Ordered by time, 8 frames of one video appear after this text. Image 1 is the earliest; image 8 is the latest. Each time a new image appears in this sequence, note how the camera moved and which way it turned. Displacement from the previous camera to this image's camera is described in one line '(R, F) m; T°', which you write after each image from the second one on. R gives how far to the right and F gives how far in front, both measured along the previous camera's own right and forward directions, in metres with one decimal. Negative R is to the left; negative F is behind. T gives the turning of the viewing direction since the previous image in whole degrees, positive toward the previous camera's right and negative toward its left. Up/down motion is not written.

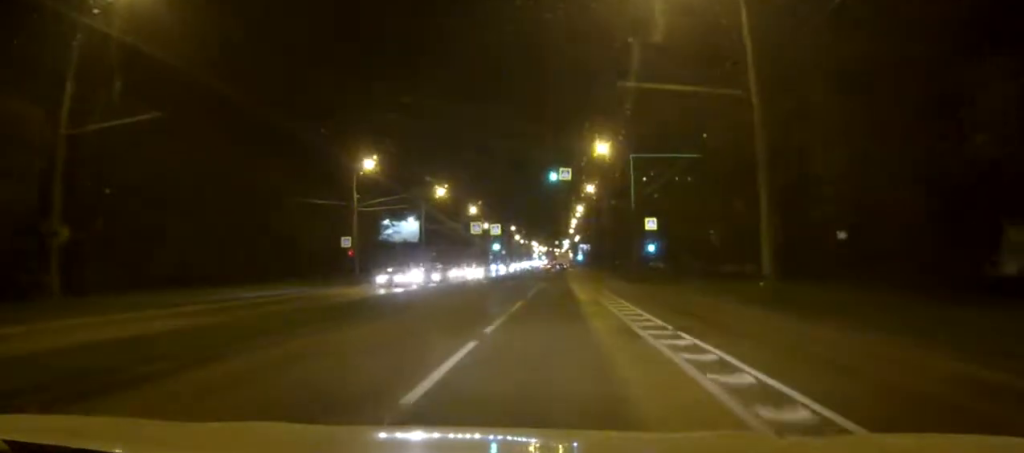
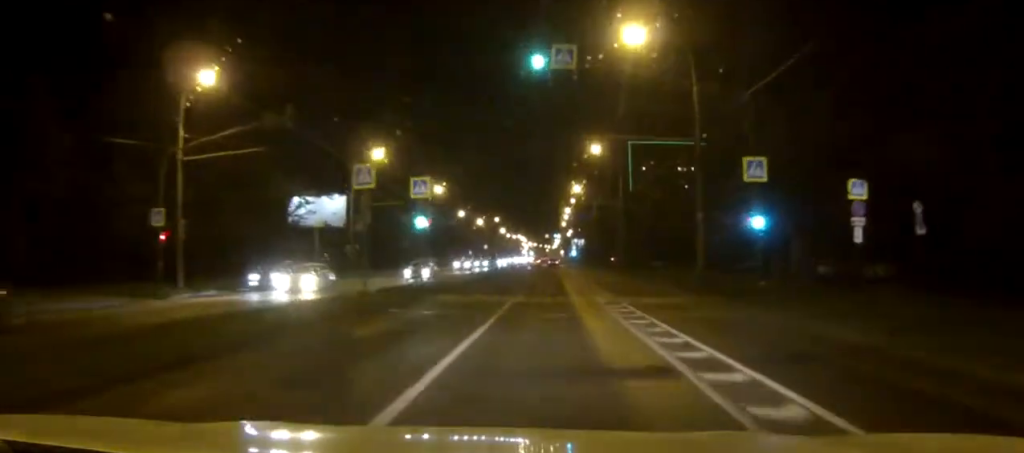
(+0.1, +33.9) m; 0°
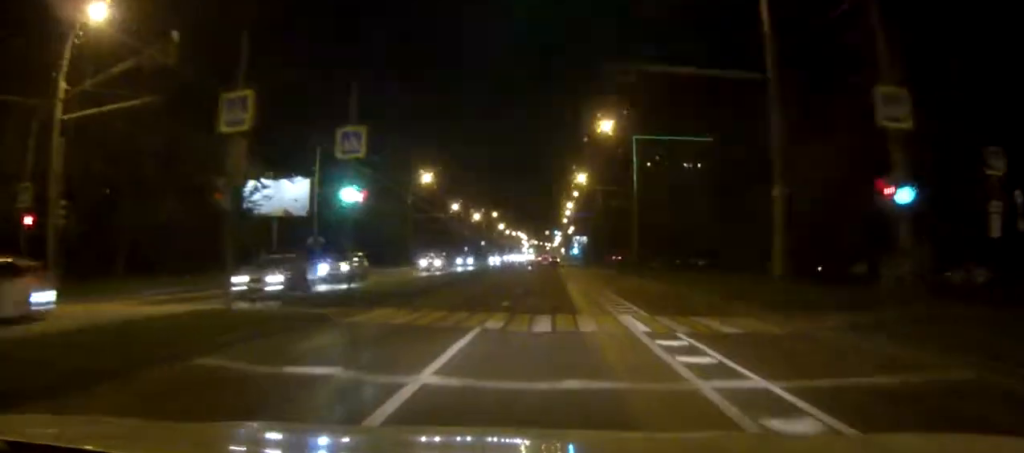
(0.0, +11.8) m; 0°
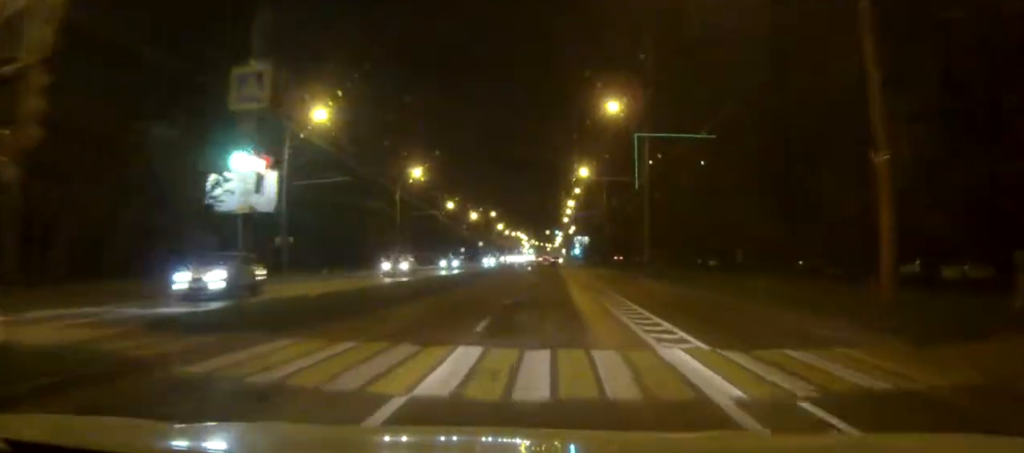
(0.0, +7.6) m; 0°
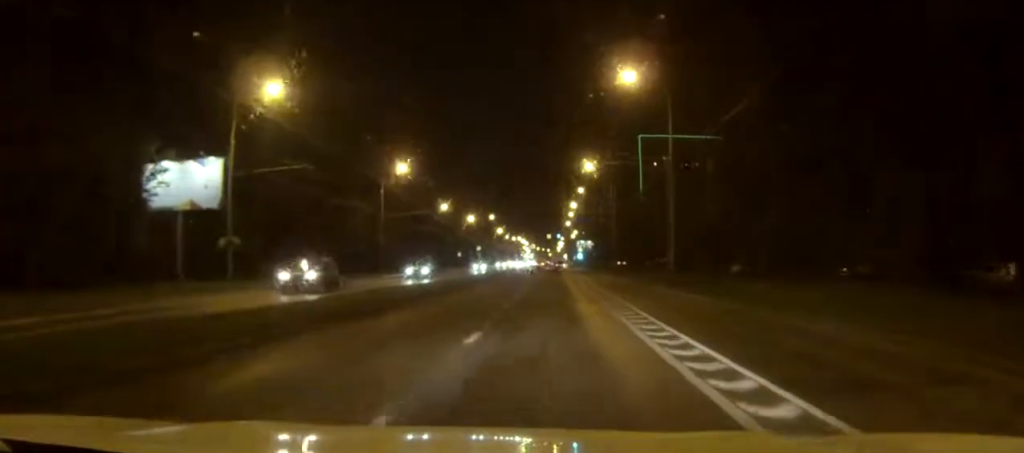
(0.0, +10.0) m; 0°
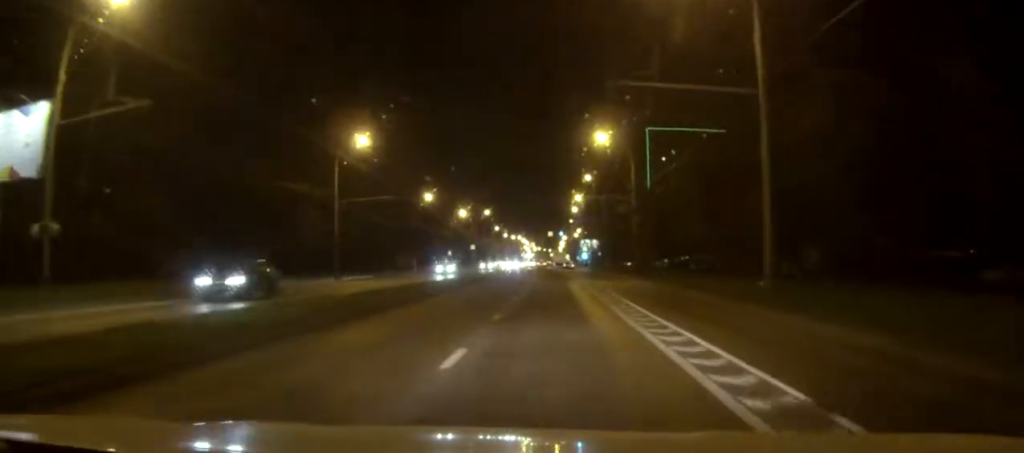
(0.0, +18.7) m; 0°
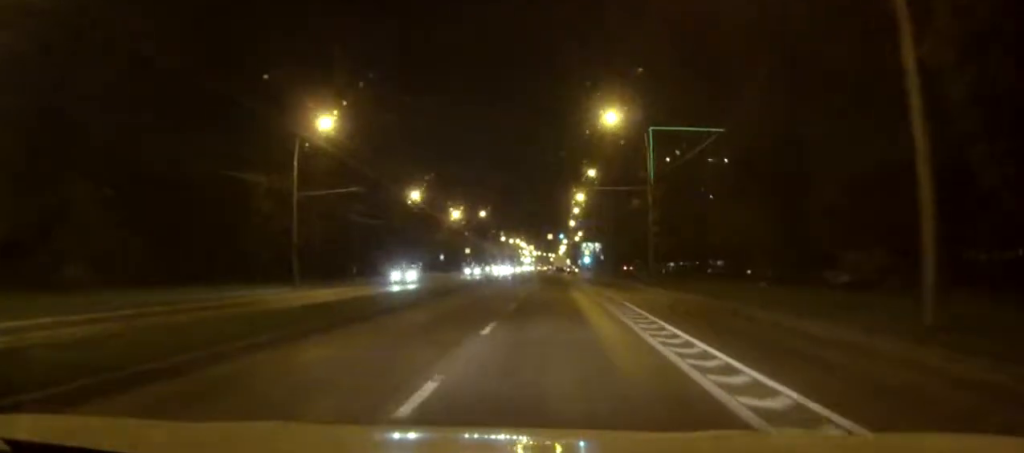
(0.0, +10.7) m; 0°
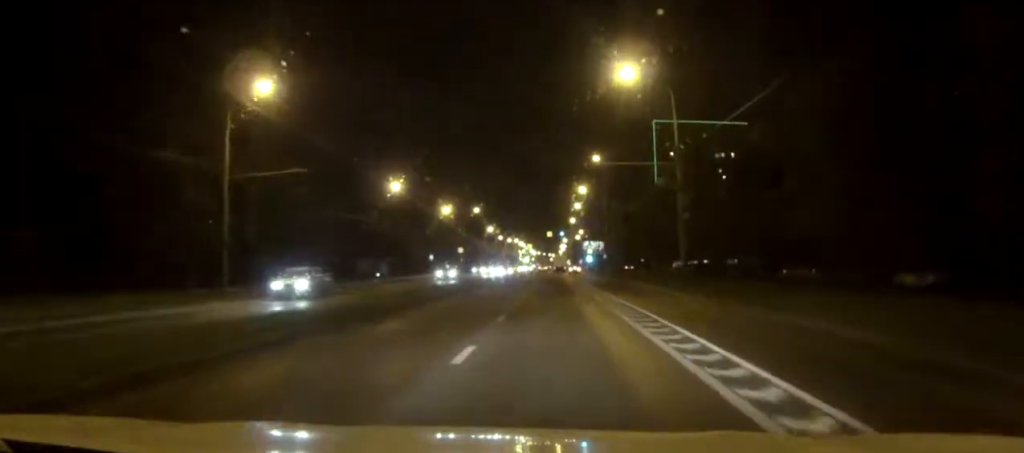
(0.0, +12.1) m; 0°
